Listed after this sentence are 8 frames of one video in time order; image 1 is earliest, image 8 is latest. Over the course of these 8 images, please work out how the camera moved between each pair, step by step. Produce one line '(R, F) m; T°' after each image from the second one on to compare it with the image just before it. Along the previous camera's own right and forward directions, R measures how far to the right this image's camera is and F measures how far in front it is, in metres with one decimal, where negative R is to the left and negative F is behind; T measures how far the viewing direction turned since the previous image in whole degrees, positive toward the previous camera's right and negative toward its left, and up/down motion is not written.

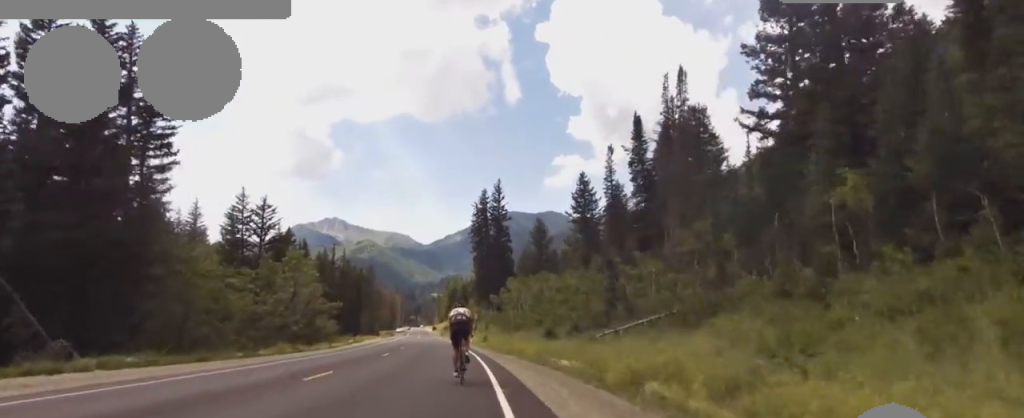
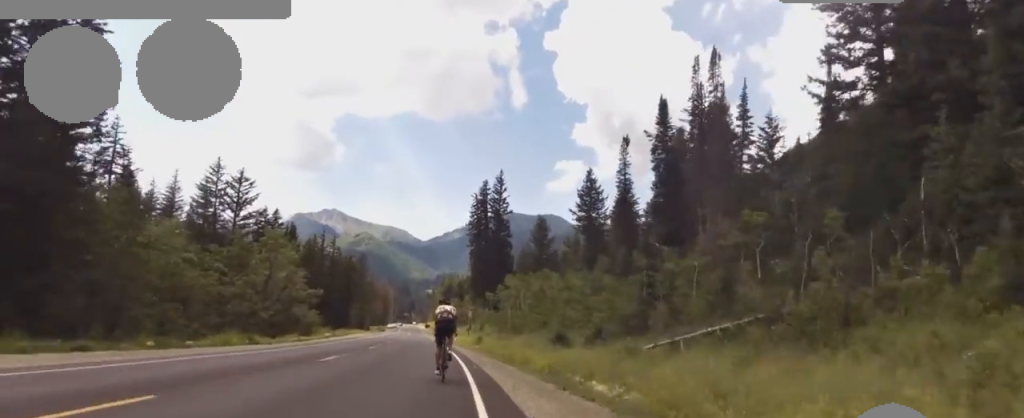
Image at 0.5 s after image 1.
(-0.4, +8.1) m; 0°
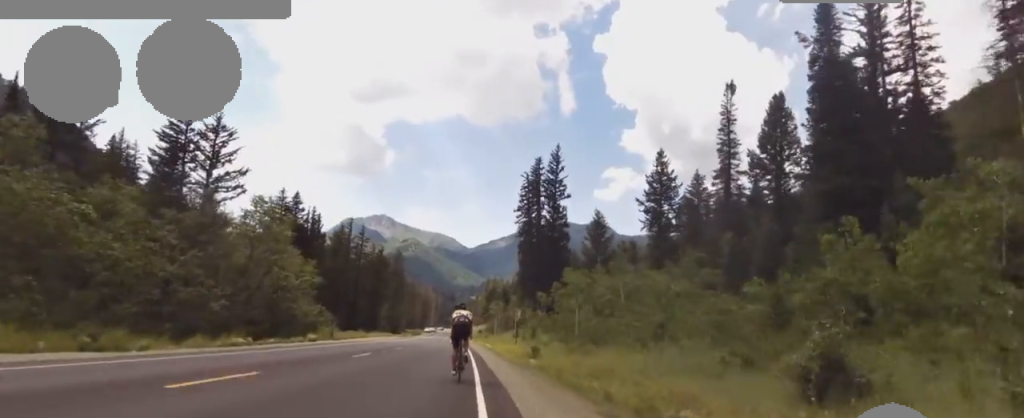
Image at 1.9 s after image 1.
(+0.6, +20.9) m; -1°
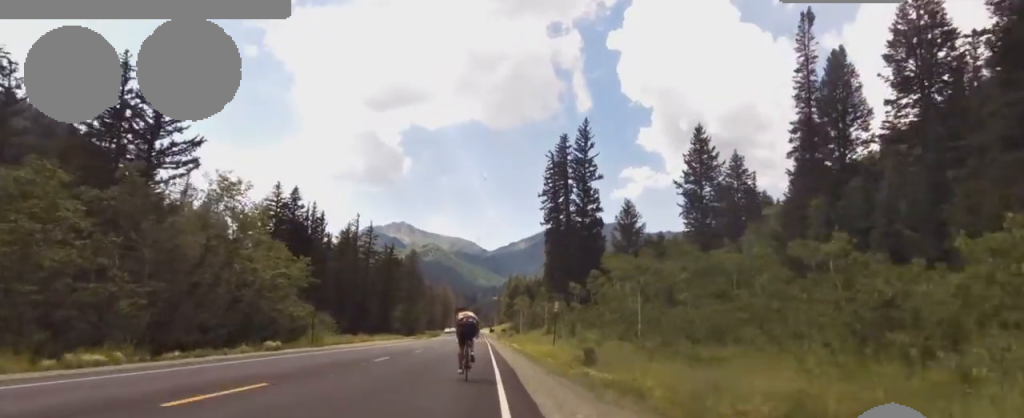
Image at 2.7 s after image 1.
(-0.3, +12.9) m; -1°
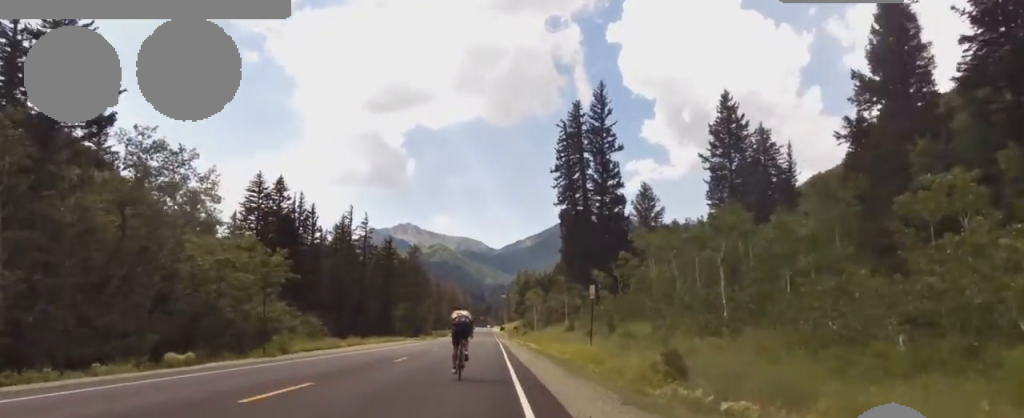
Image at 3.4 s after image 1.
(+0.7, +10.8) m; 0°
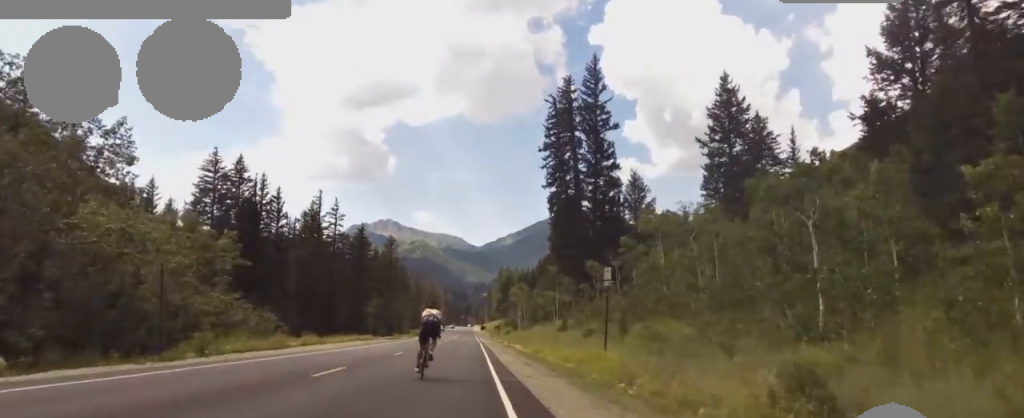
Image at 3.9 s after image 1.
(-0.6, +7.6) m; -2°
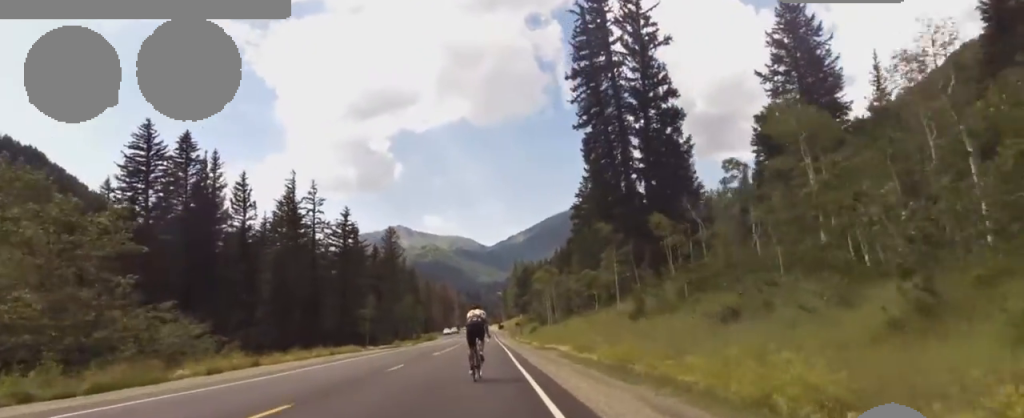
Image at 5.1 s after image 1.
(-0.3, +18.0) m; -2°
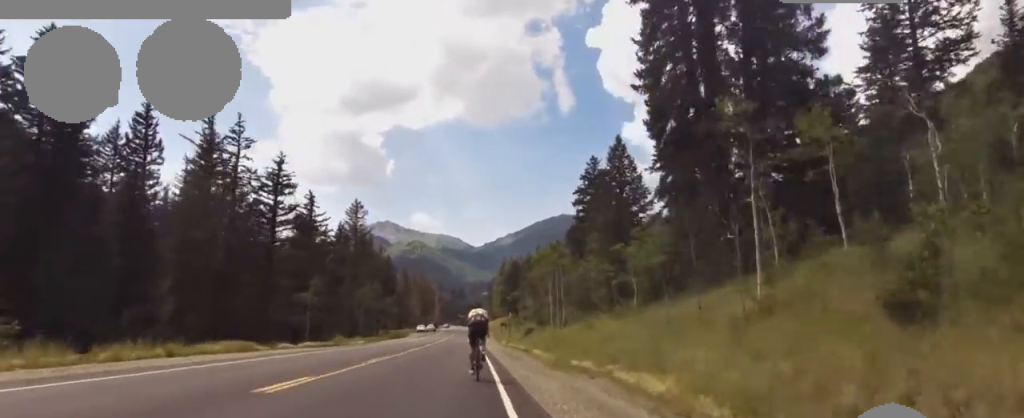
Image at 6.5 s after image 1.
(-0.4, +20.2) m; -2°
